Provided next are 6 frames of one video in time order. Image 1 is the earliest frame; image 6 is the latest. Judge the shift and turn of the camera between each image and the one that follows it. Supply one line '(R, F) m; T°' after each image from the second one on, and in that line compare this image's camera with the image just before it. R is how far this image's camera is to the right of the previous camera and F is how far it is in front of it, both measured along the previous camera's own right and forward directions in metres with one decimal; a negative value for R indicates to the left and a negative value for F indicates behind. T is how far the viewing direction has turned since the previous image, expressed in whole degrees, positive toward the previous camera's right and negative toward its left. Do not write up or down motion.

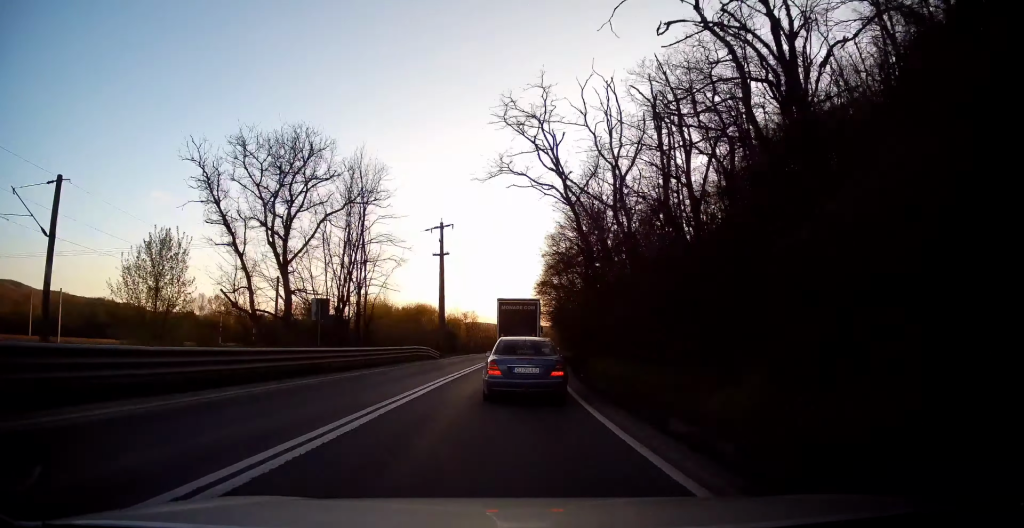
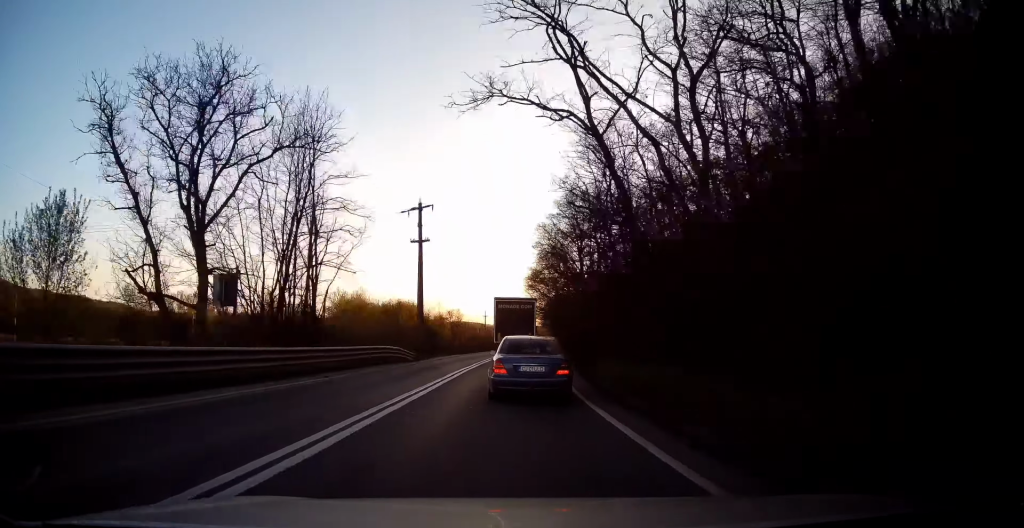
(0.0, +7.2) m; +2°
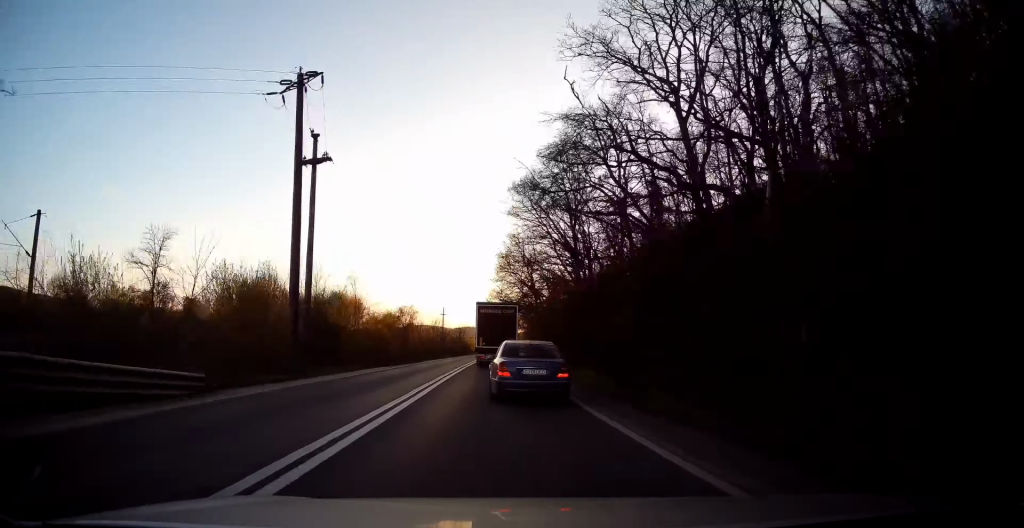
(+1.3, +23.8) m; +5°
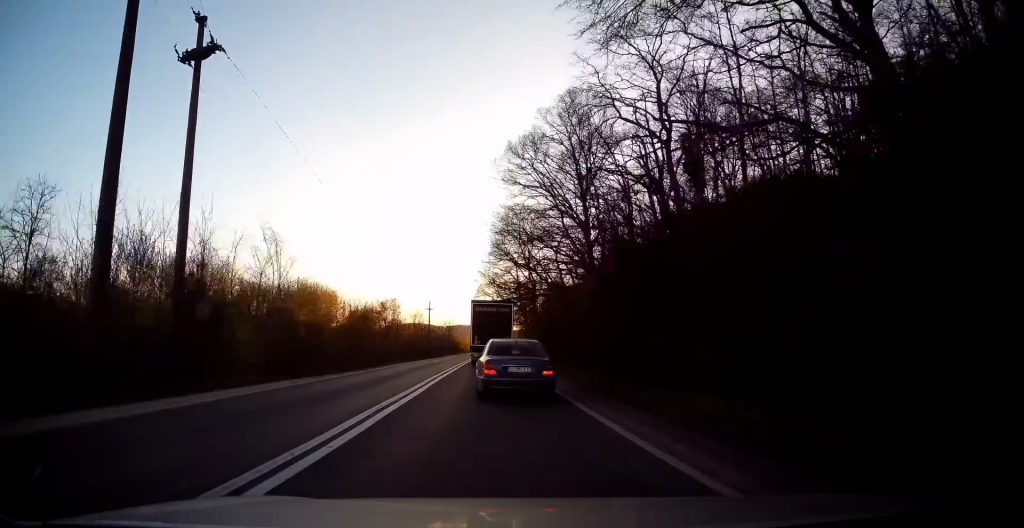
(0.0, +11.6) m; 0°
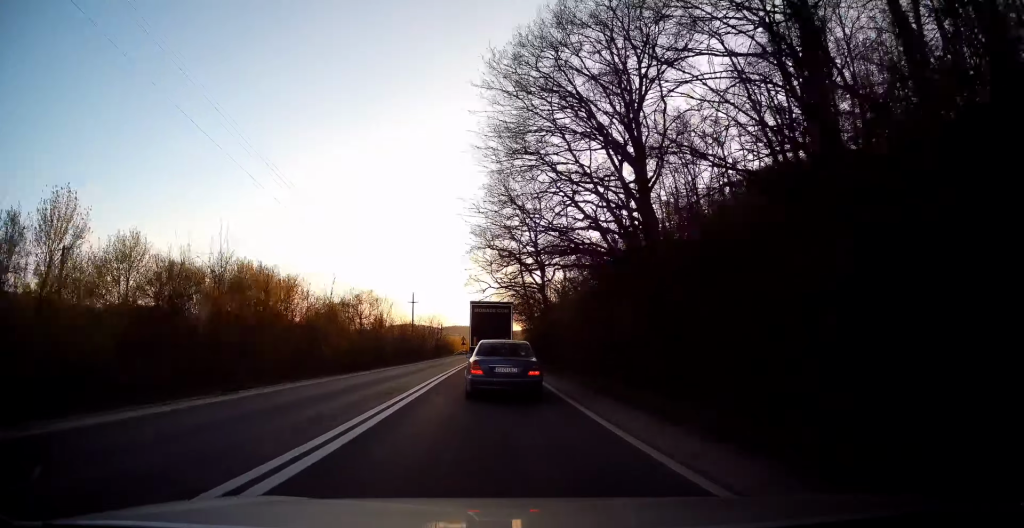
(0.0, +17.7) m; 0°
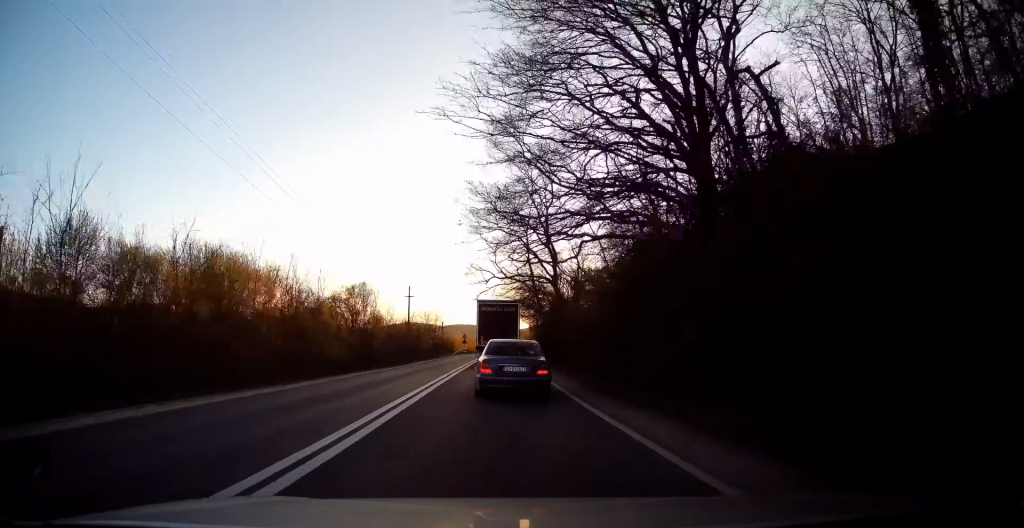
(0.0, +7.8) m; +1°
